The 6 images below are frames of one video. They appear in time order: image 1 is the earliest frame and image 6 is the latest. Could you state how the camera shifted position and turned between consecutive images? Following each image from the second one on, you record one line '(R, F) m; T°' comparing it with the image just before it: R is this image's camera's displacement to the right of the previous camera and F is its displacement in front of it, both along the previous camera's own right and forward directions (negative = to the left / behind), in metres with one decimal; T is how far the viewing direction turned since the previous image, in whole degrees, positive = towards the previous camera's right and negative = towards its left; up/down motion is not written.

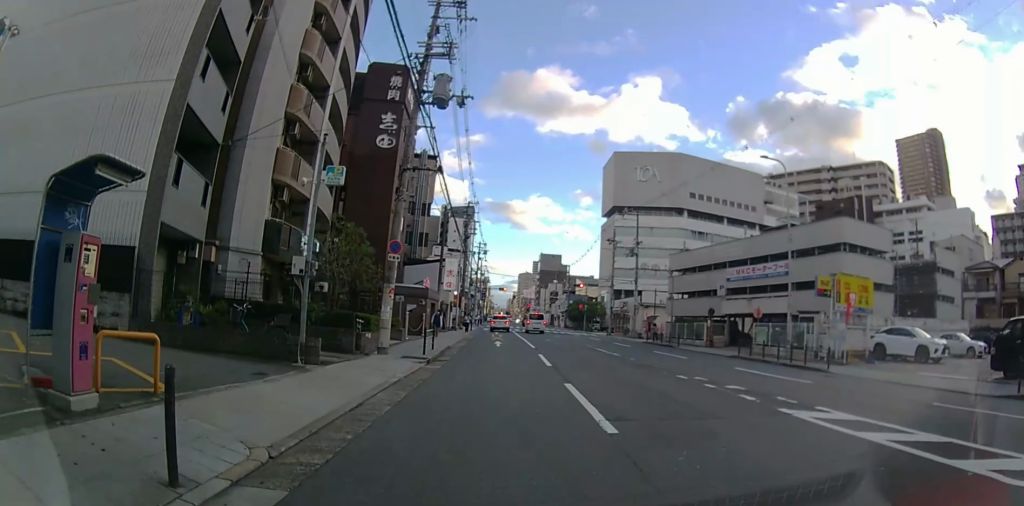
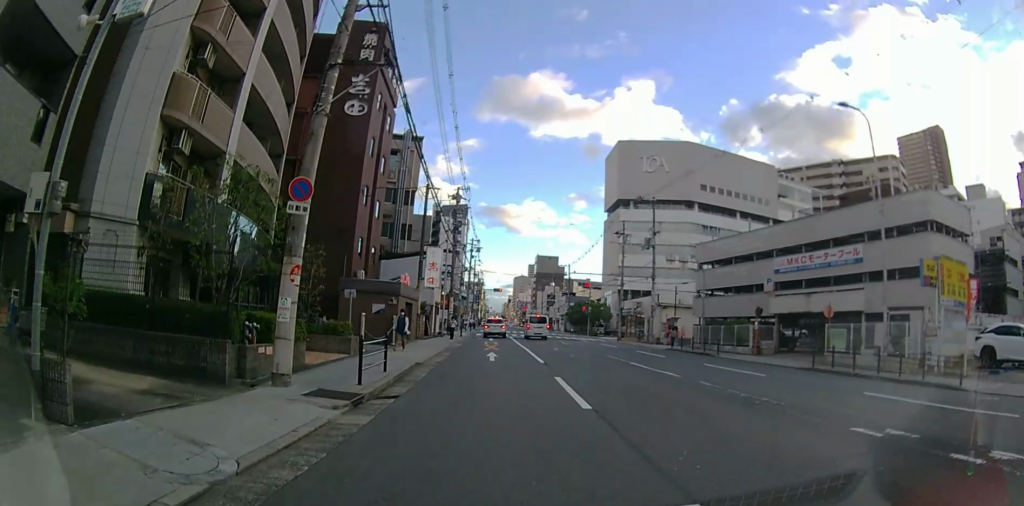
(0.0, +8.0) m; +1°
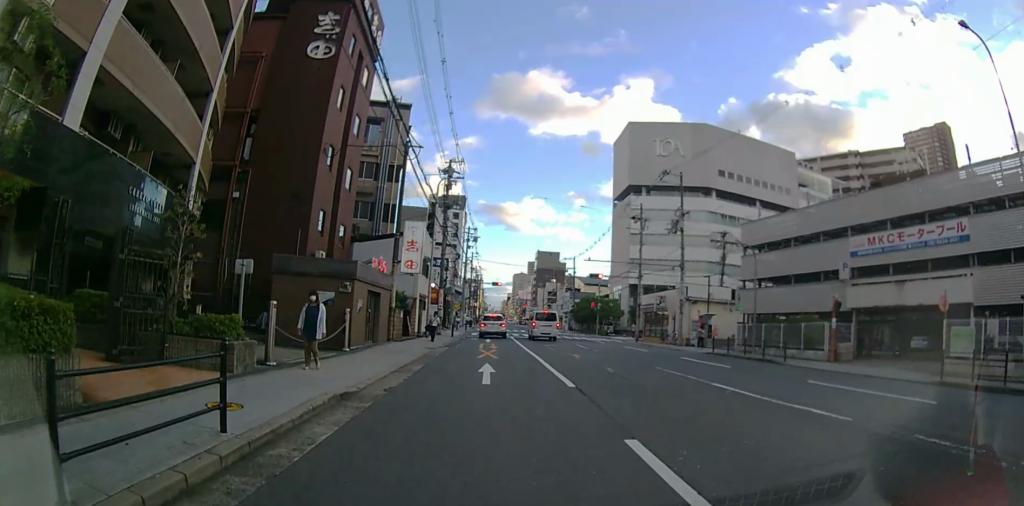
(+0.2, +8.4) m; +1°
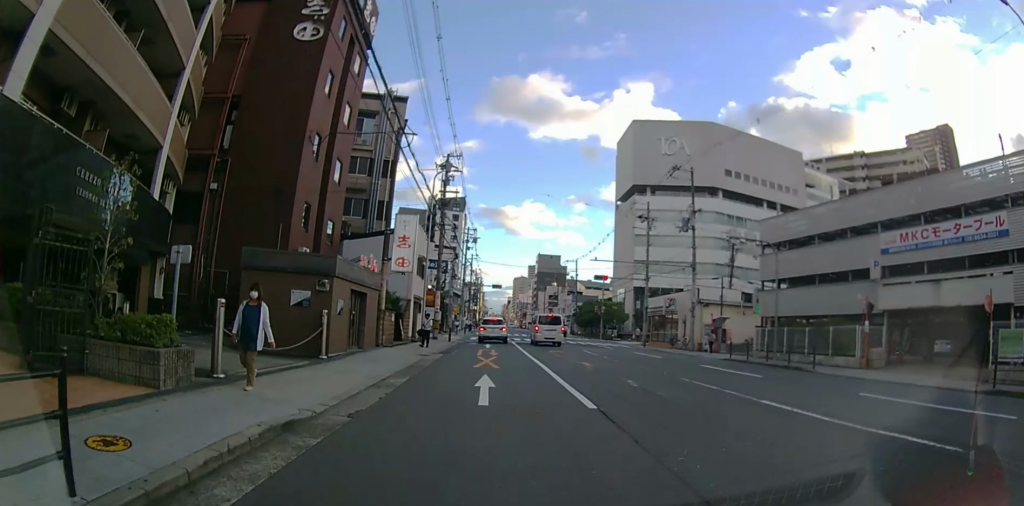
(0.0, +2.5) m; 0°
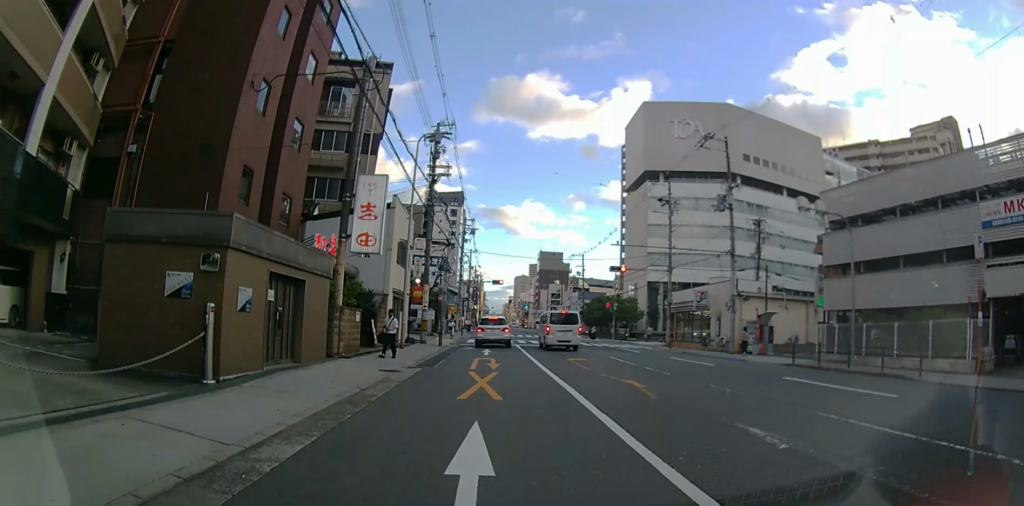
(+0.1, +7.0) m; +1°
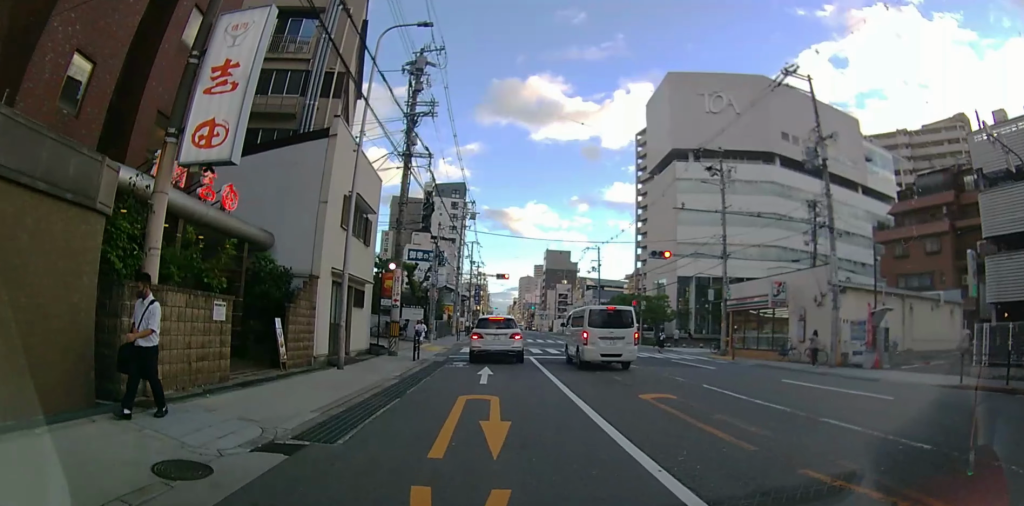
(+0.1, +11.0) m; +2°
